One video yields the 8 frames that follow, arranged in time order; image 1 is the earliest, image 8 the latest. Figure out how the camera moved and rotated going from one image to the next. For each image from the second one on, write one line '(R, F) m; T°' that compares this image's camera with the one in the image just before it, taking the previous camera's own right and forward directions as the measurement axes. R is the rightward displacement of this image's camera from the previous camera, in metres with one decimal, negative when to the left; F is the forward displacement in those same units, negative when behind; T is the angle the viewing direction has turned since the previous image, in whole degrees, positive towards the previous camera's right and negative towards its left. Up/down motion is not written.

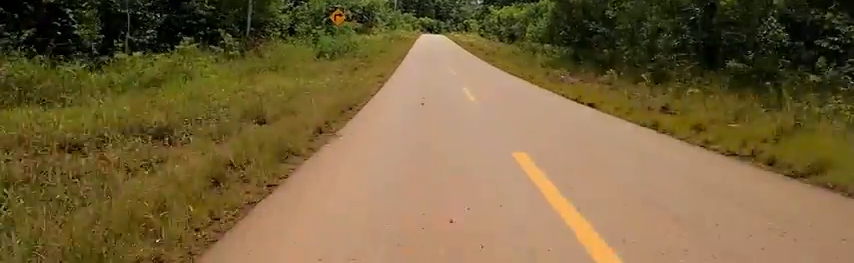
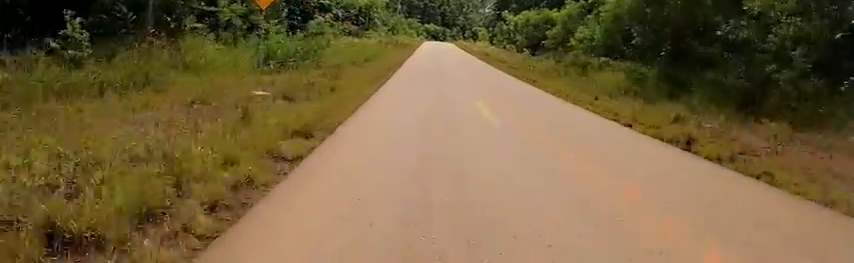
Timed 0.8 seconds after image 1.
(0.0, +10.7) m; 0°
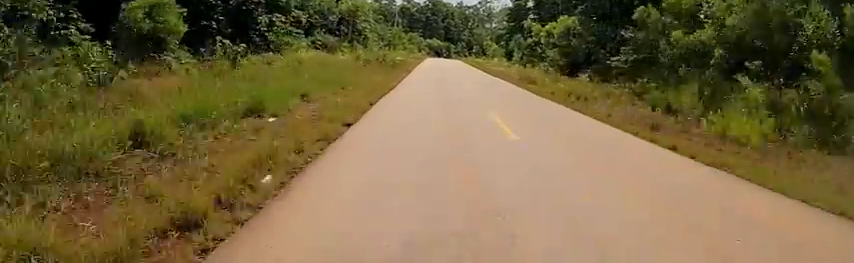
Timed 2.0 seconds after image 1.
(0.0, +16.3) m; 0°
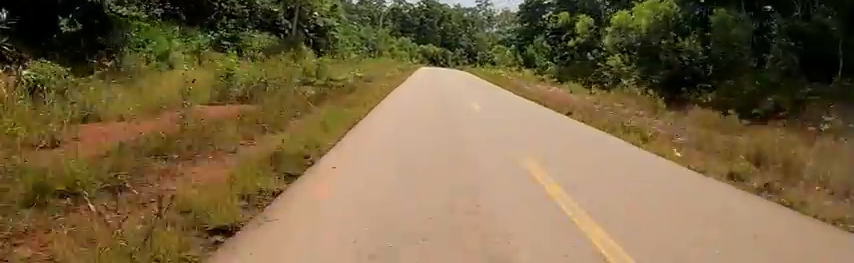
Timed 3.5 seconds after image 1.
(0.0, +19.6) m; 0°
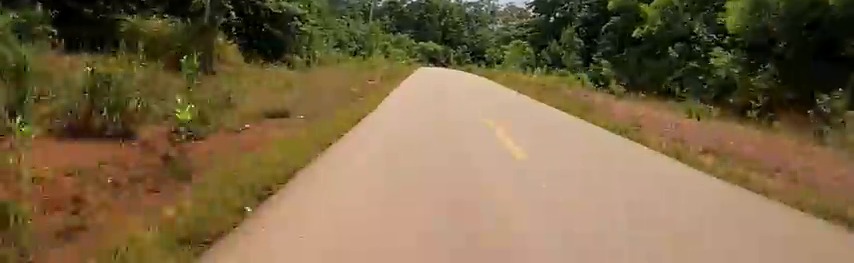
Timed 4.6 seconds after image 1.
(0.0, +13.3) m; 0°
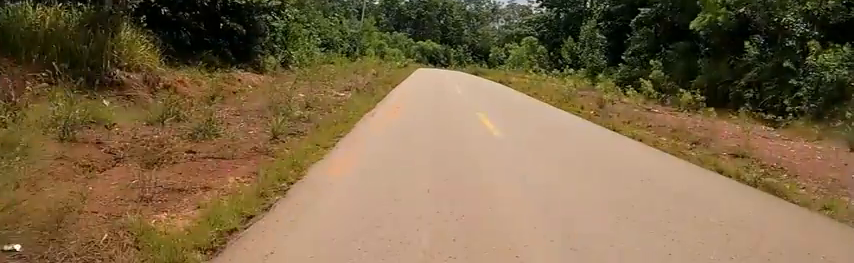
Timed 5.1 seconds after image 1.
(0.0, +6.4) m; 0°
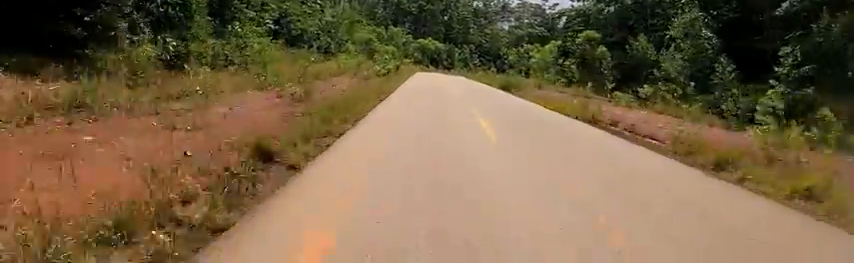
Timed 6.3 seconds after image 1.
(0.0, +15.6) m; 0°
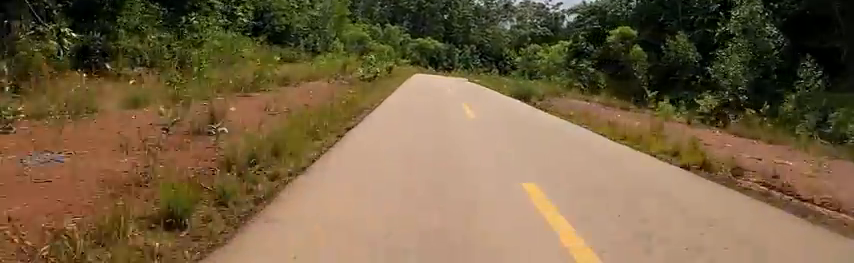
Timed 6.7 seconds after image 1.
(0.0, +5.0) m; 0°
